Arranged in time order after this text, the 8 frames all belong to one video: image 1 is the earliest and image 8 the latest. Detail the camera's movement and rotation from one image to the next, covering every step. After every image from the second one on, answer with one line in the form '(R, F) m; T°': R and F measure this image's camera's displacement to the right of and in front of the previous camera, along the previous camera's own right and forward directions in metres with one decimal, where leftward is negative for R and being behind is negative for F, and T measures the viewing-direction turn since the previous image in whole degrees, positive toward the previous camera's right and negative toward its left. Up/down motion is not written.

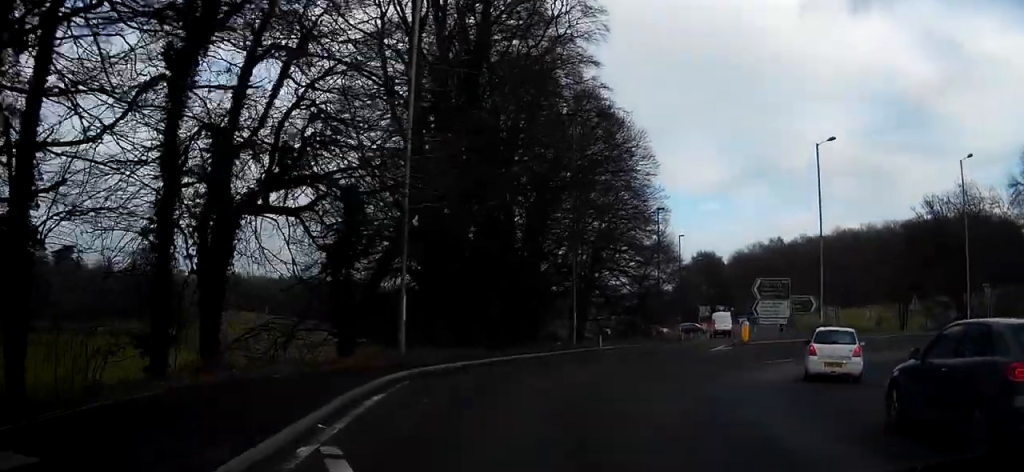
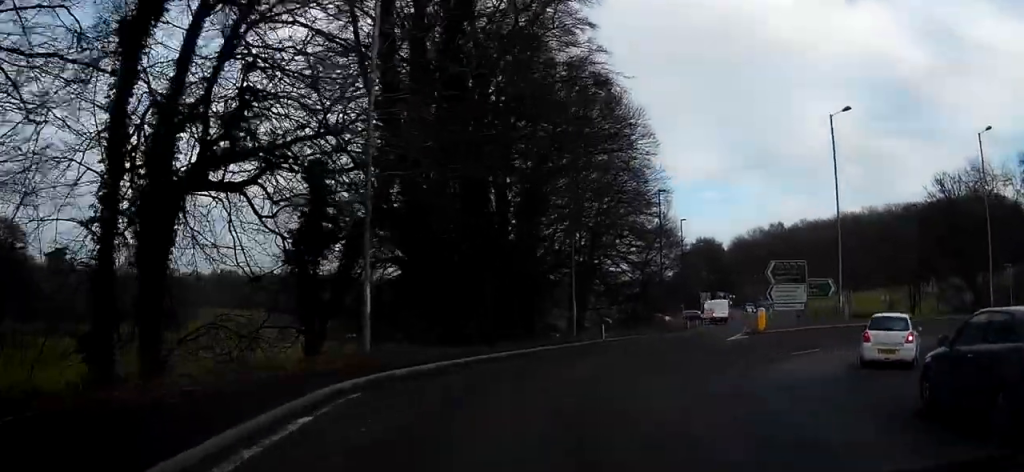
(-0.1, +3.2) m; +3°
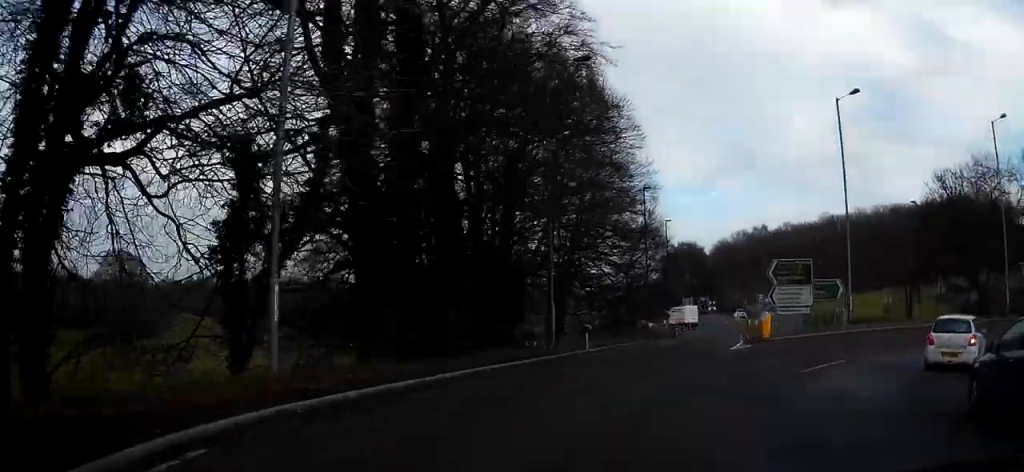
(-0.1, +3.6) m; +3°
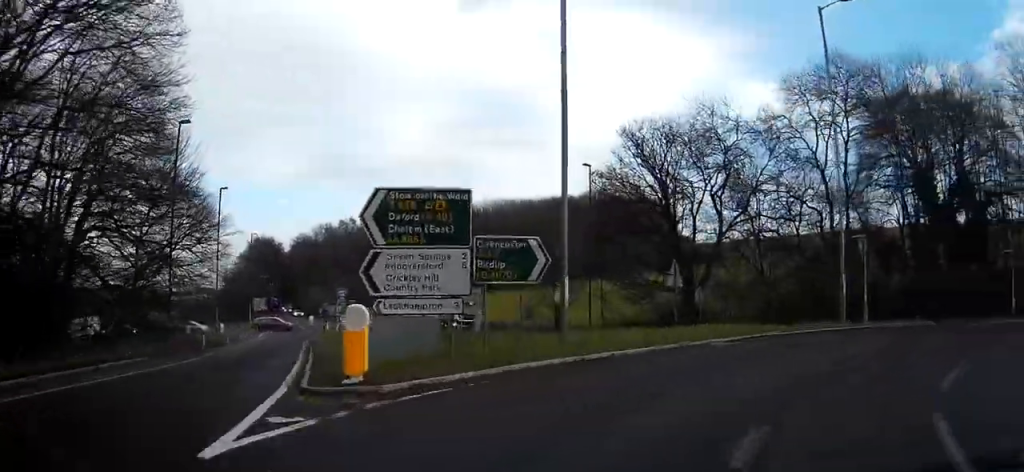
(+3.6, +18.4) m; +34°
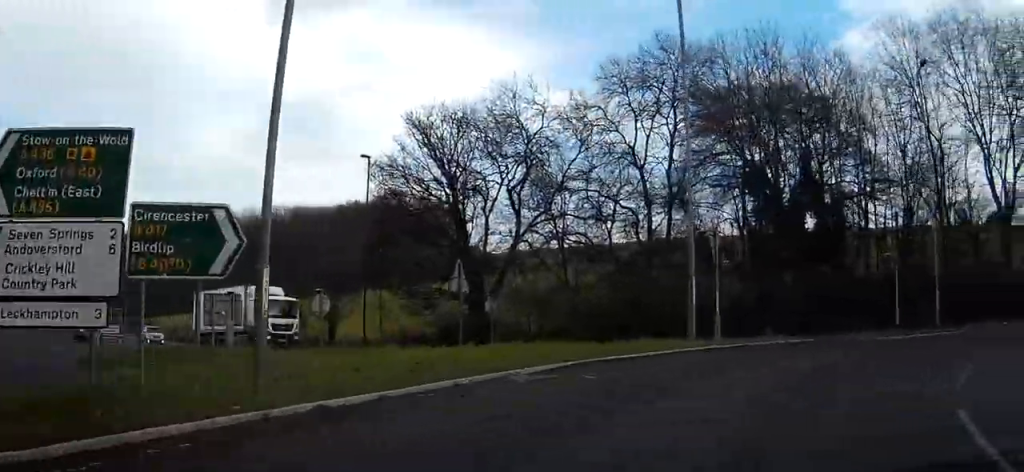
(+0.7, +4.8) m; +25°
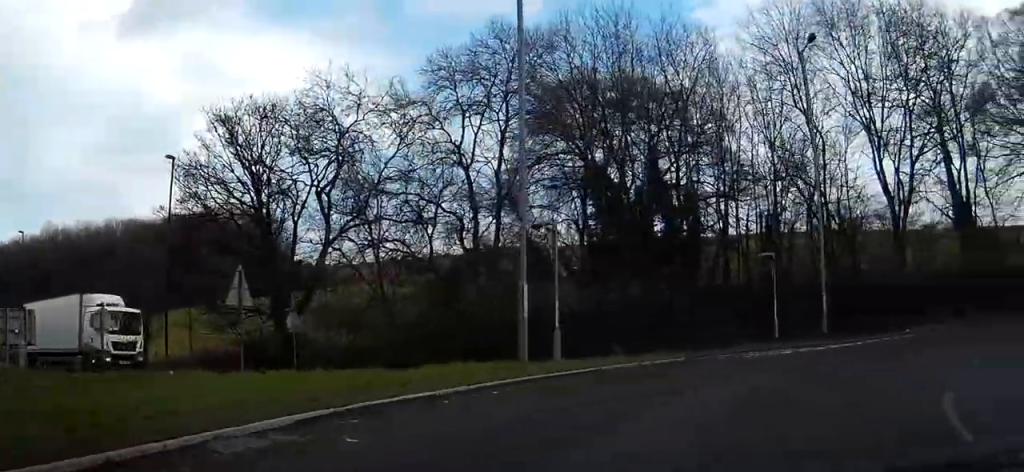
(+0.9, +3.8) m; +20°
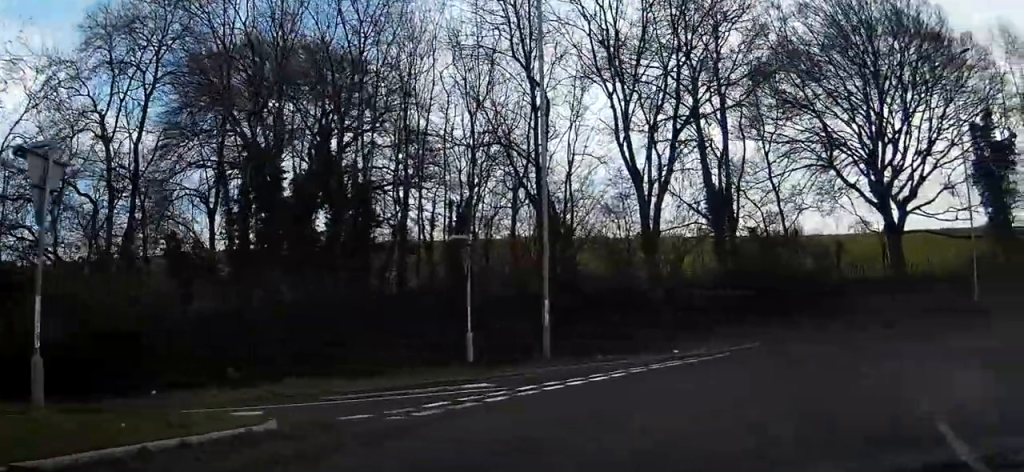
(+2.5, +8.2) m; +25°
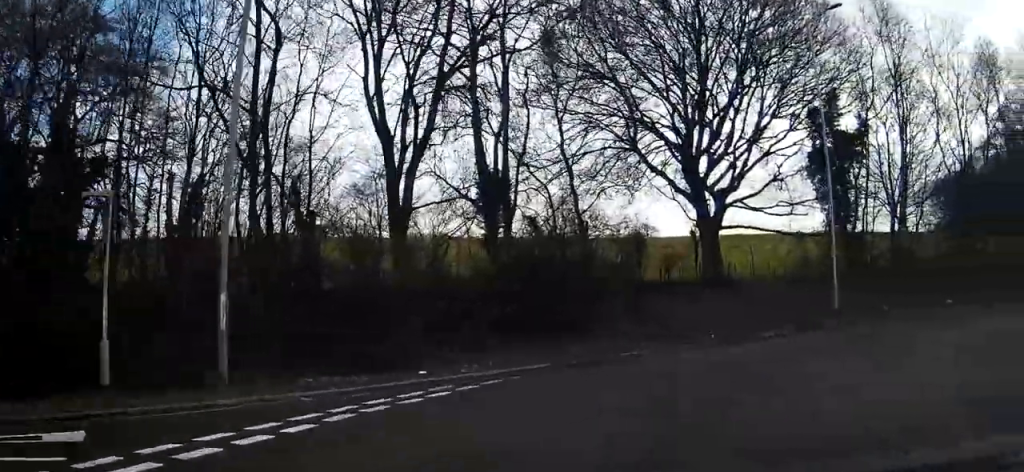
(+0.7, +7.1) m; +18°
